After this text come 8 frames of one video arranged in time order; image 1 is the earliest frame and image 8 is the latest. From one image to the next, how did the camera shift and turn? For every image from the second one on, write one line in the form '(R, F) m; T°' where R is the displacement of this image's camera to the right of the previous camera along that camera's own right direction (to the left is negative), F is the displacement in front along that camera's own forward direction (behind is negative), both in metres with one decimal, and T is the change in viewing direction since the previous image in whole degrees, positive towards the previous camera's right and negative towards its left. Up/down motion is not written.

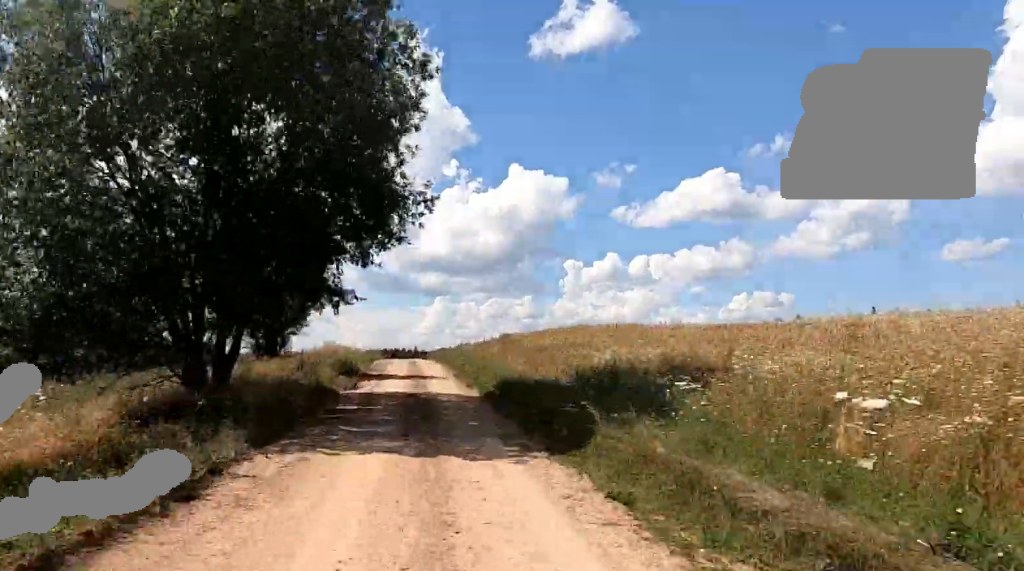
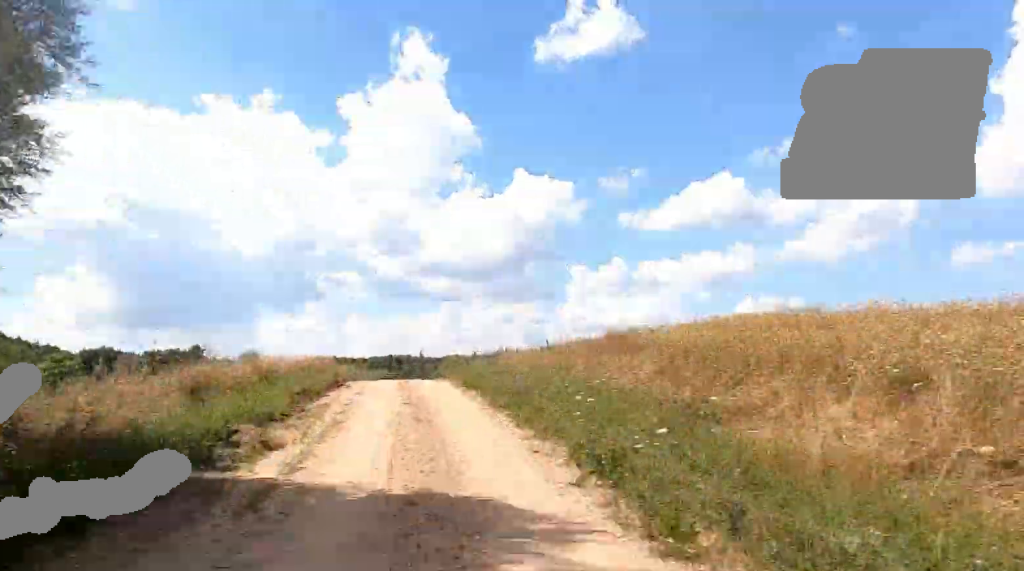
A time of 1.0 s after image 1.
(+0.6, +18.2) m; +1°
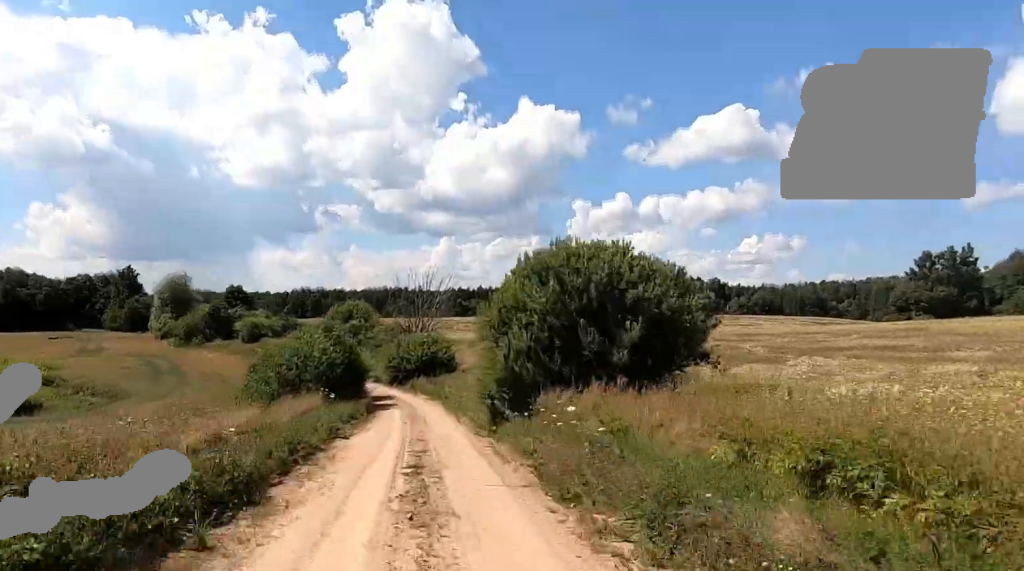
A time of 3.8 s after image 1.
(-2.7, +48.8) m; -6°
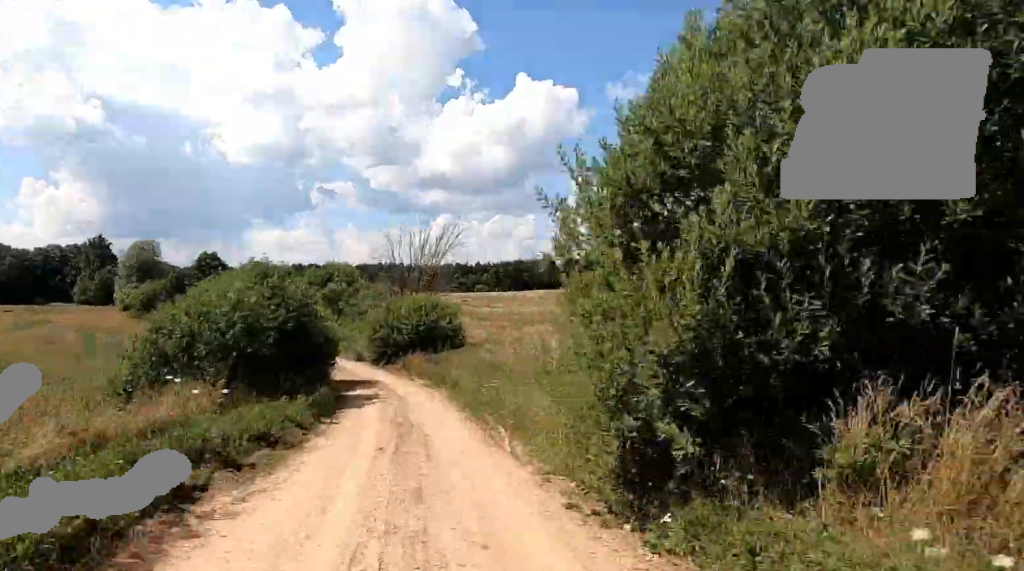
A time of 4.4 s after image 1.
(0.0, +11.8) m; -1°
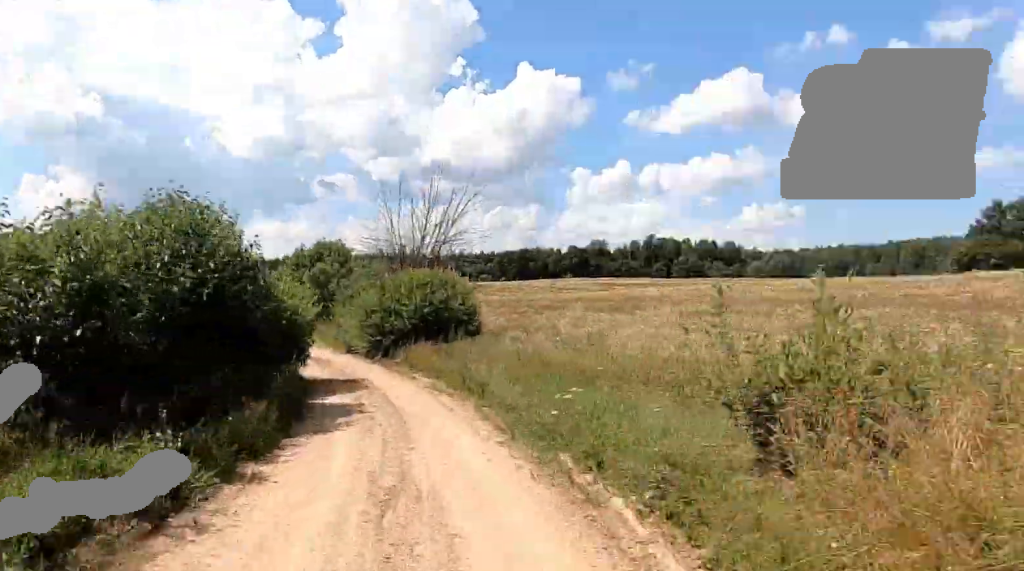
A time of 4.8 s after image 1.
(-0.2, +7.2) m; -1°
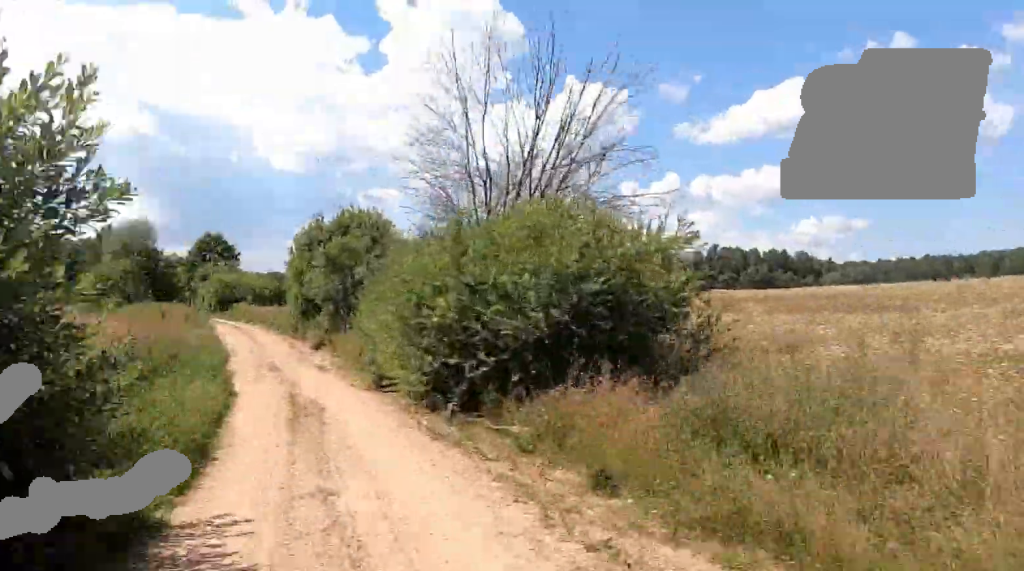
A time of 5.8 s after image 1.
(-0.2, +17.1) m; -2°
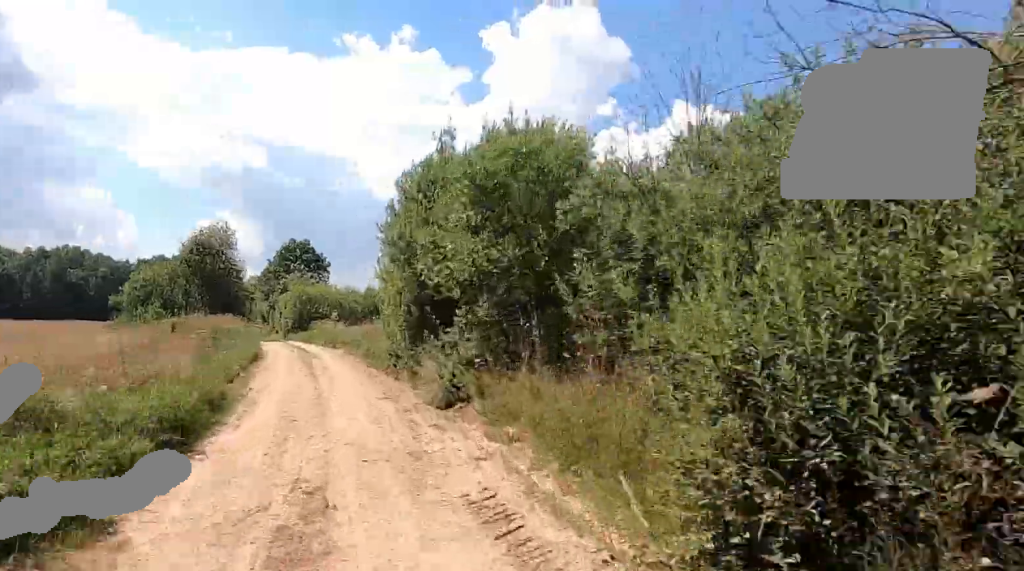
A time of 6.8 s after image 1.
(-0.4, +15.3) m; -6°
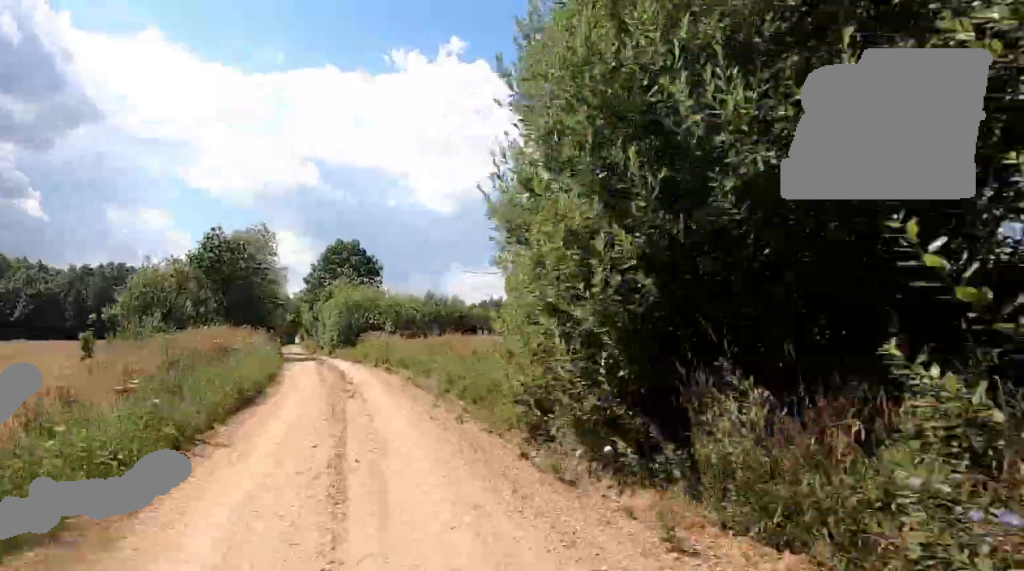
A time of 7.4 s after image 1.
(-0.2, +8.5) m; -6°
